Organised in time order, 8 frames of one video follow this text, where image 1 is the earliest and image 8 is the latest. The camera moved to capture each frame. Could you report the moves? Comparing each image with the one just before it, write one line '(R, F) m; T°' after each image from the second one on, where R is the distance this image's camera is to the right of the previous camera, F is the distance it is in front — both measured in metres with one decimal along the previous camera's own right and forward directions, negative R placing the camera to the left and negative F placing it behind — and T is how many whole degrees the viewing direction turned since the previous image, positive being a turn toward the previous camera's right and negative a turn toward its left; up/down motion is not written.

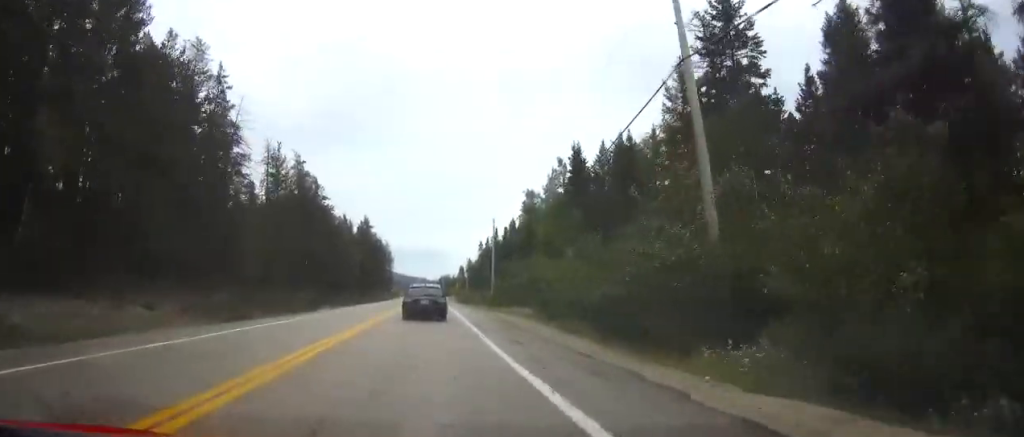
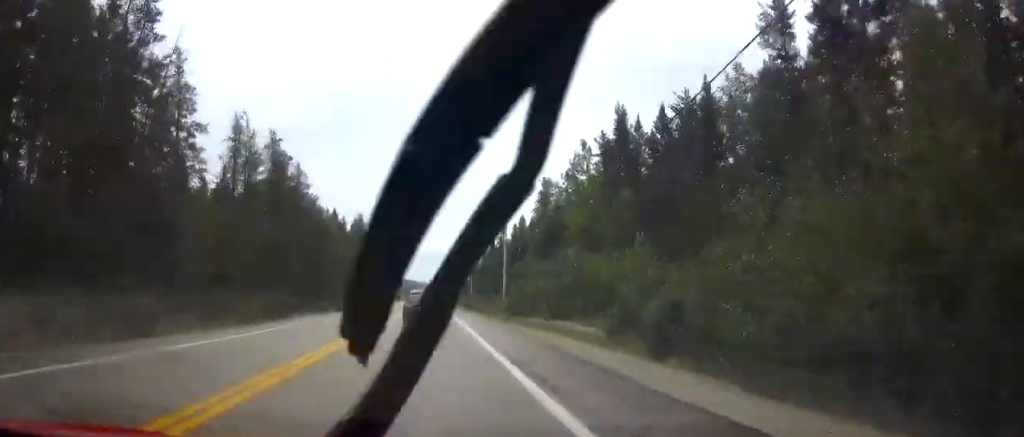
(0.0, +13.2) m; 0°
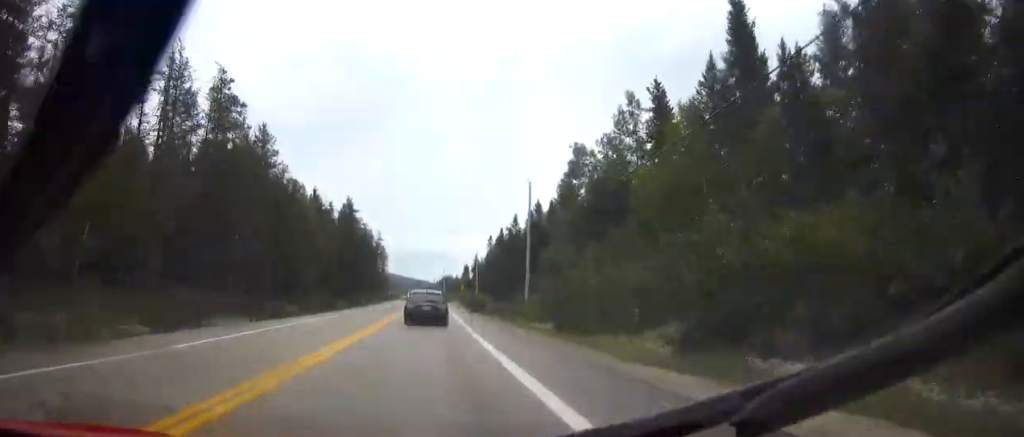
(0.0, +17.6) m; 0°
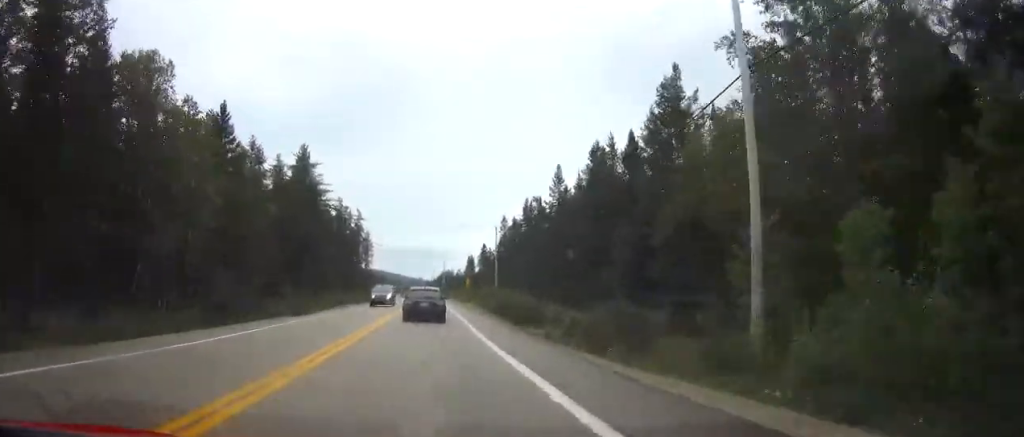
(+0.1, +38.9) m; 0°
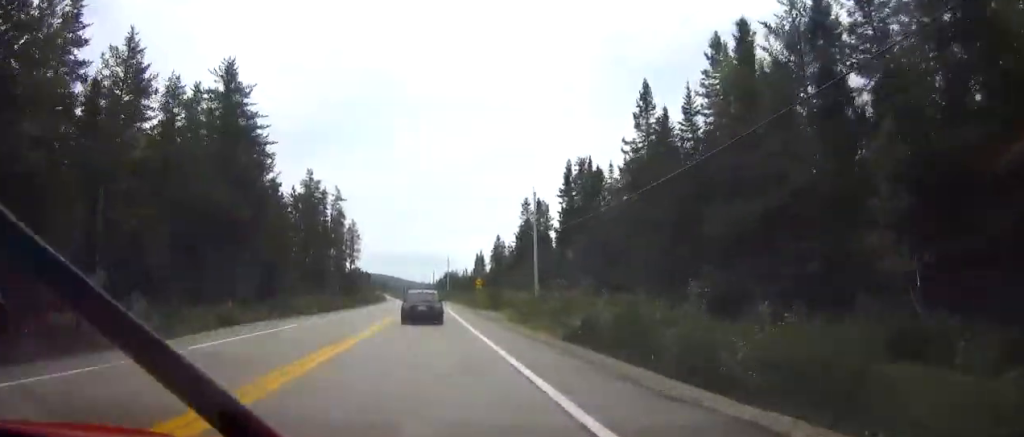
(-0.1, +29.3) m; 0°
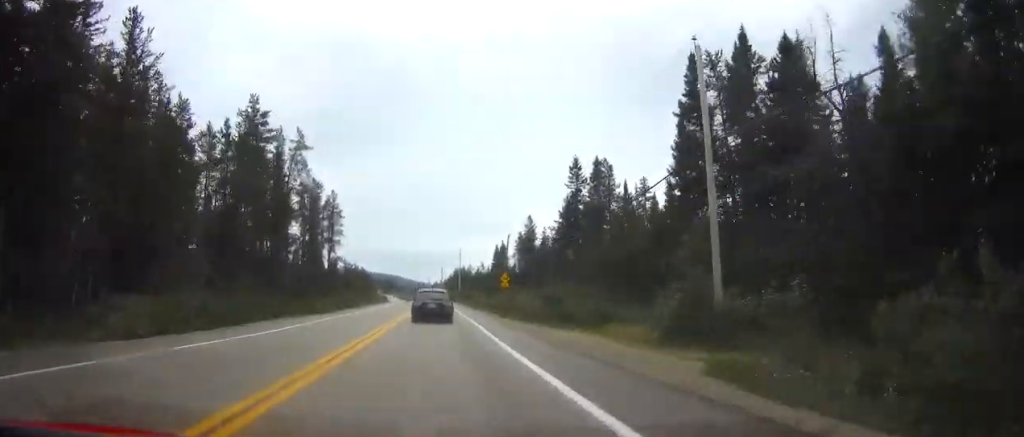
(-0.1, +31.2) m; -1°
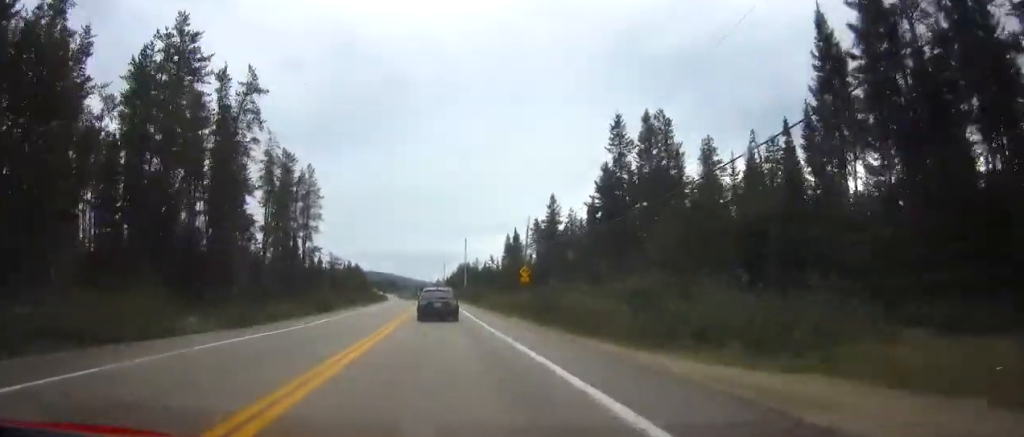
(-0.1, +17.0) m; 0°
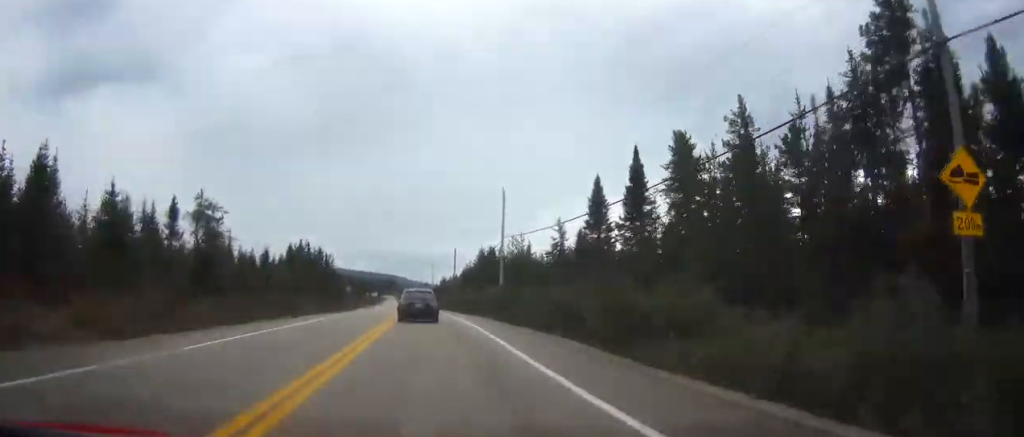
(0.0, +59.2) m; 0°
